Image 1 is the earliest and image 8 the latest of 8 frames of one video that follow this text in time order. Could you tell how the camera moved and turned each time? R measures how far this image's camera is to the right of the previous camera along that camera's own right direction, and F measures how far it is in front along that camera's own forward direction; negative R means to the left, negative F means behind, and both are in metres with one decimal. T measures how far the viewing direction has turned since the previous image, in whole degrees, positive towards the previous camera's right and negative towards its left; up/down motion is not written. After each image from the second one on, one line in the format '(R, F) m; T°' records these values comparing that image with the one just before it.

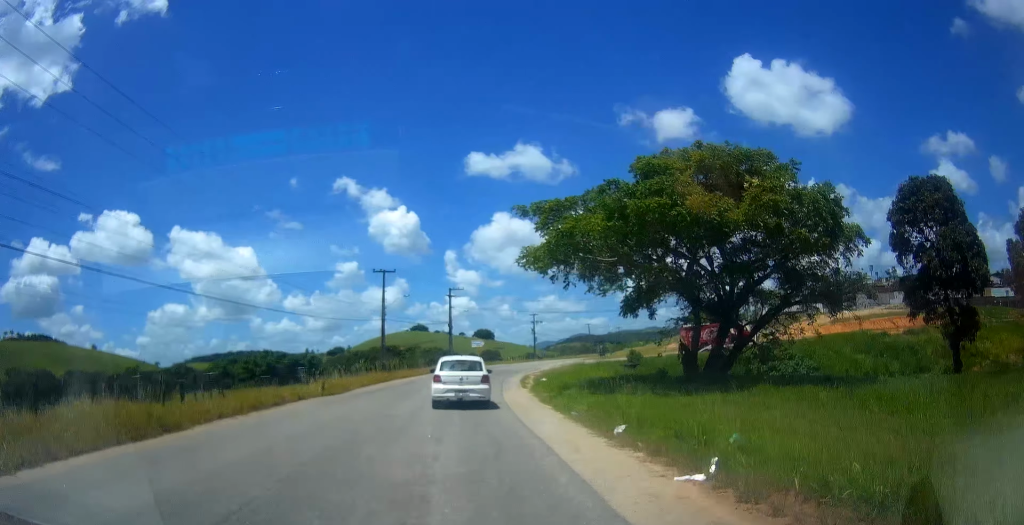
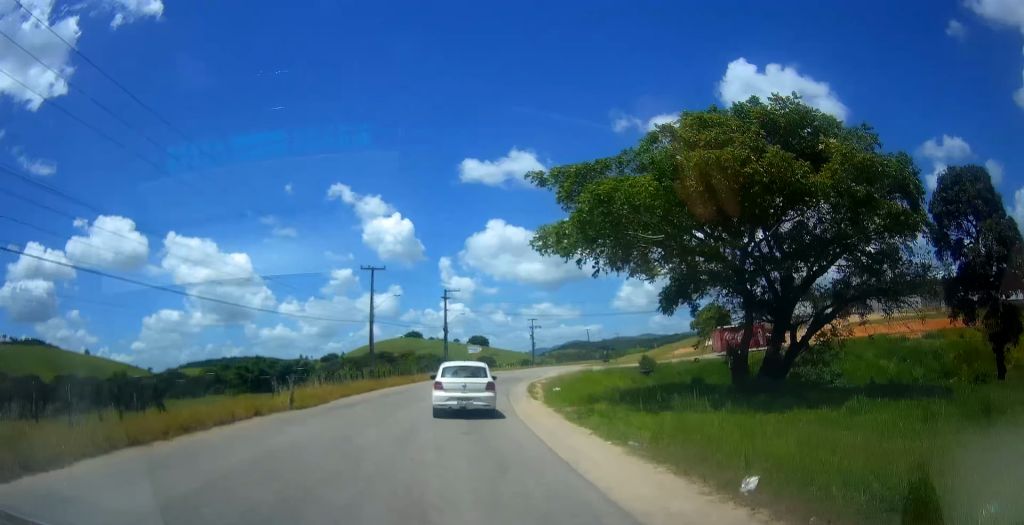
(0.0, +5.1) m; 0°
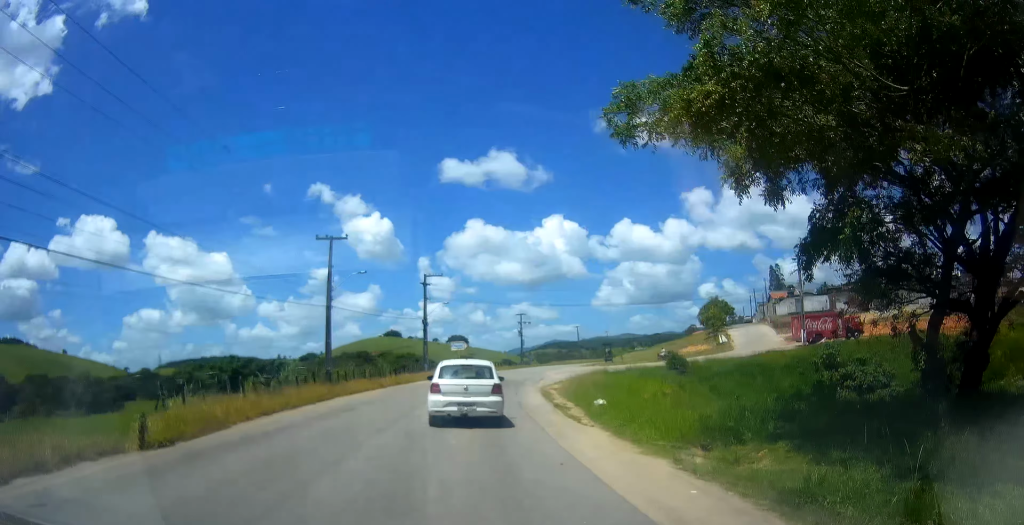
(-0.1, +10.8) m; +2°
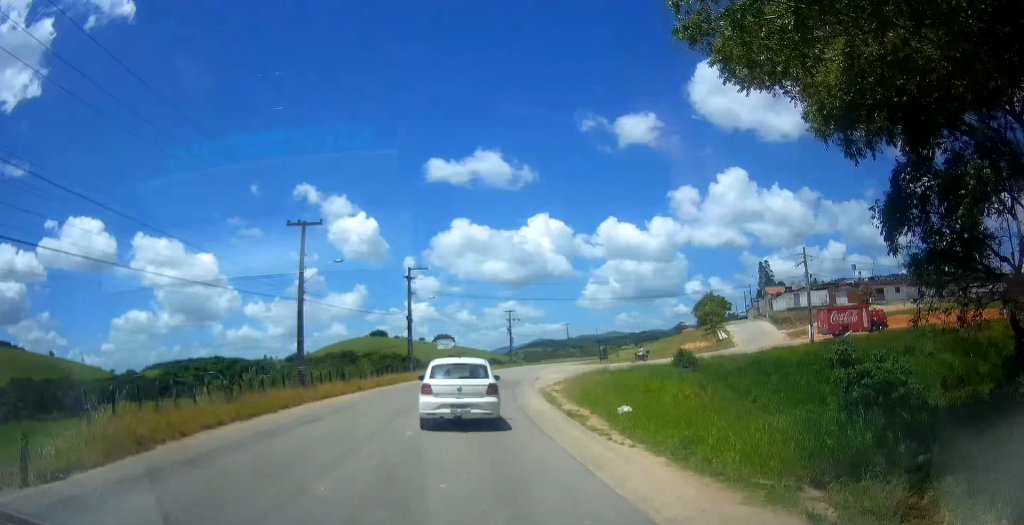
(-0.1, +3.9) m; +2°
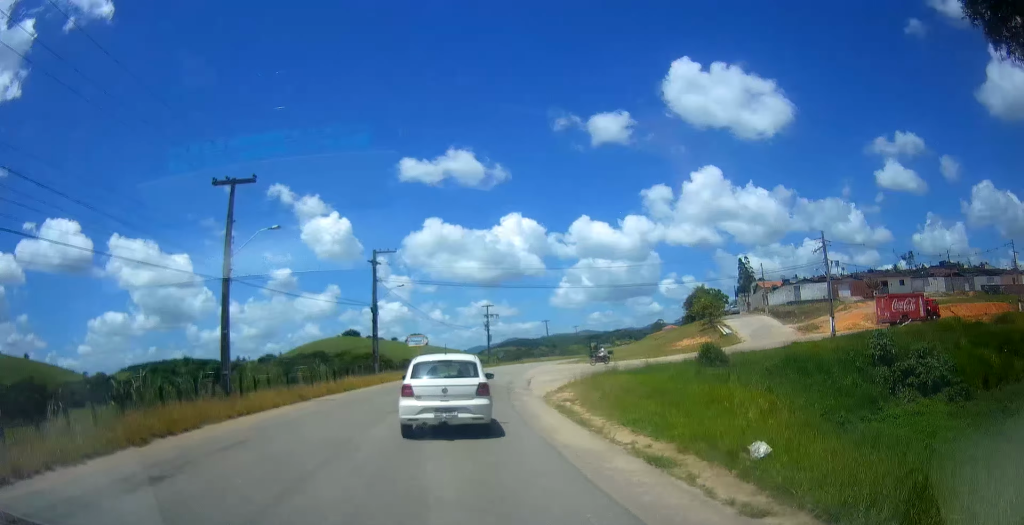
(+0.4, +8.3) m; -1°
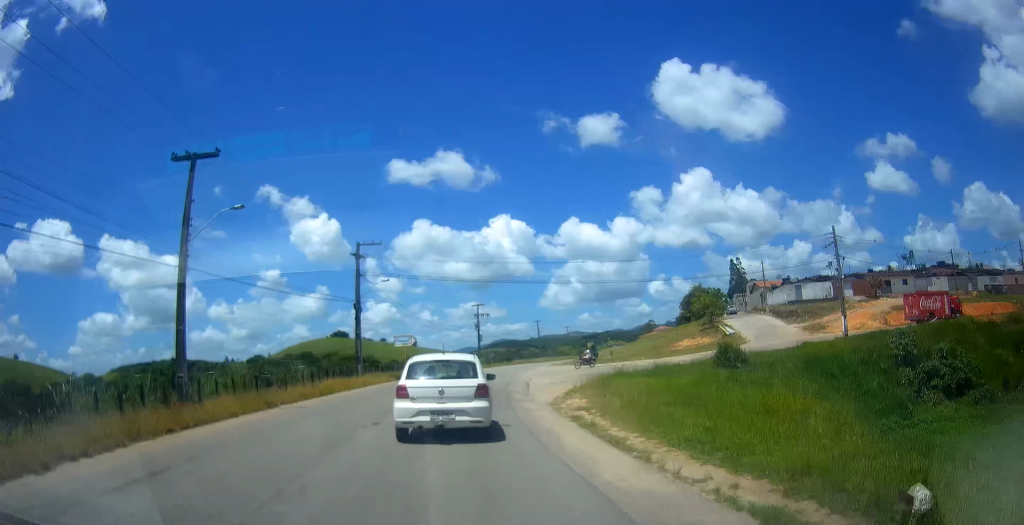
(-0.2, +3.9) m; -2°
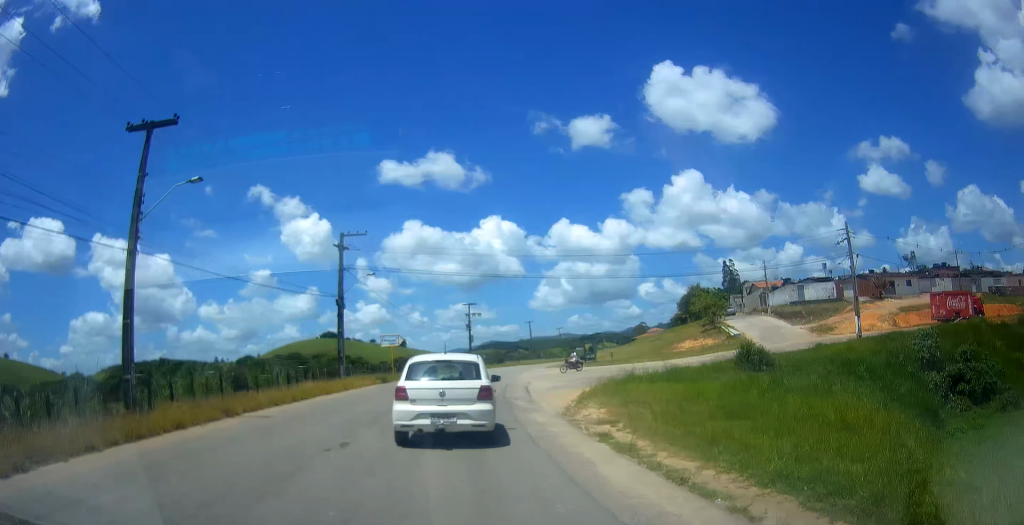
(-0.1, +3.8) m; -1°
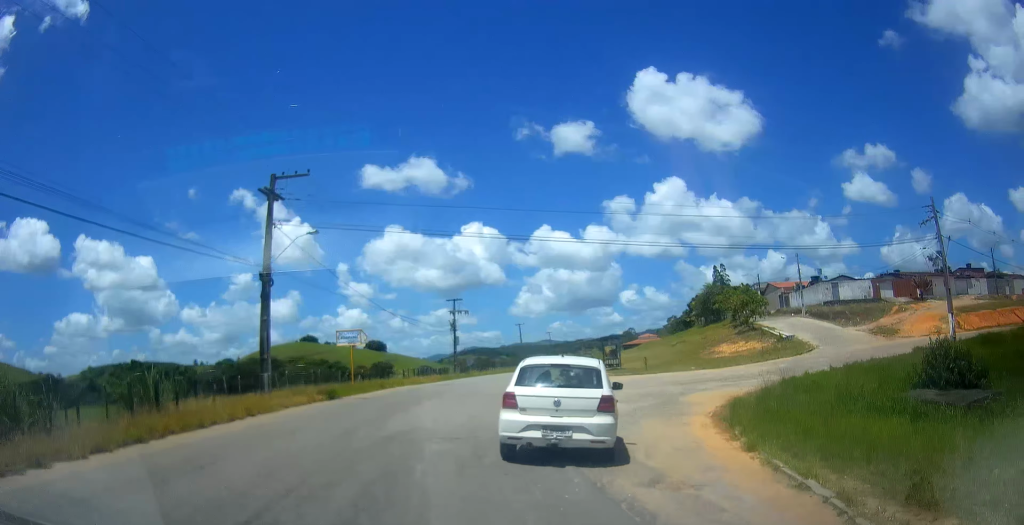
(+1.1, +15.6) m; +8°
